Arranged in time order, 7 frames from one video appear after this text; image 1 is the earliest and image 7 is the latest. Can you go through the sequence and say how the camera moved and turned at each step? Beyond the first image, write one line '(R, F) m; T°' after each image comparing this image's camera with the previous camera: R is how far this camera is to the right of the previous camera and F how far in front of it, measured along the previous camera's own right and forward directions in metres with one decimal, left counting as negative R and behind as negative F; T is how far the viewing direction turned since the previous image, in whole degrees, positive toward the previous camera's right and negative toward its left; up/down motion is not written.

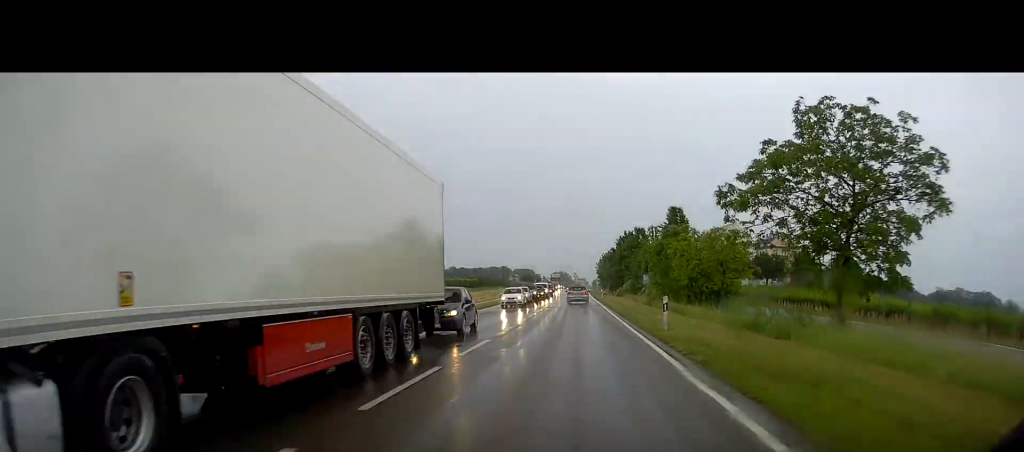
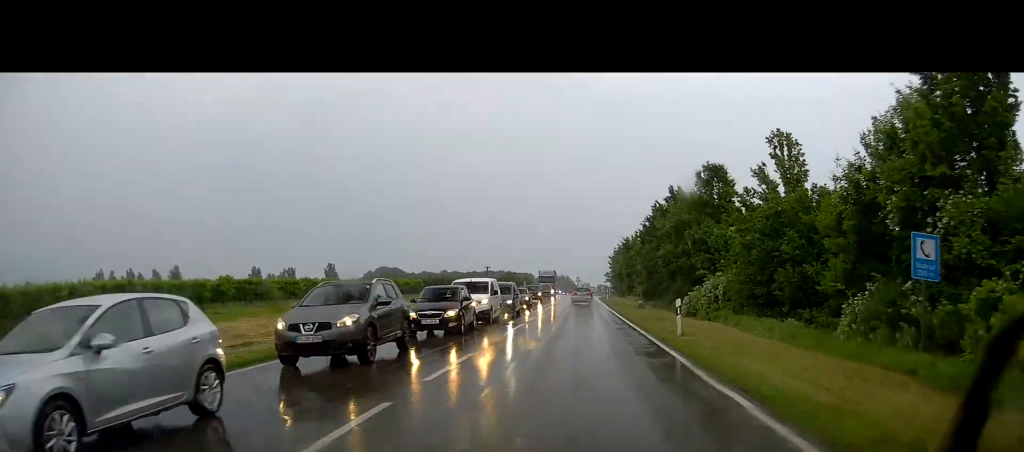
(-0.6, +50.6) m; 0°
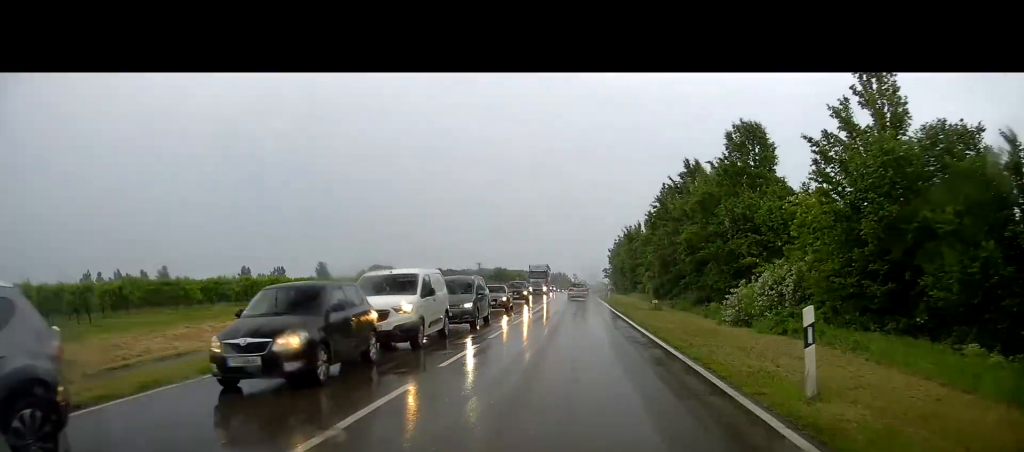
(-0.3, +10.5) m; 0°
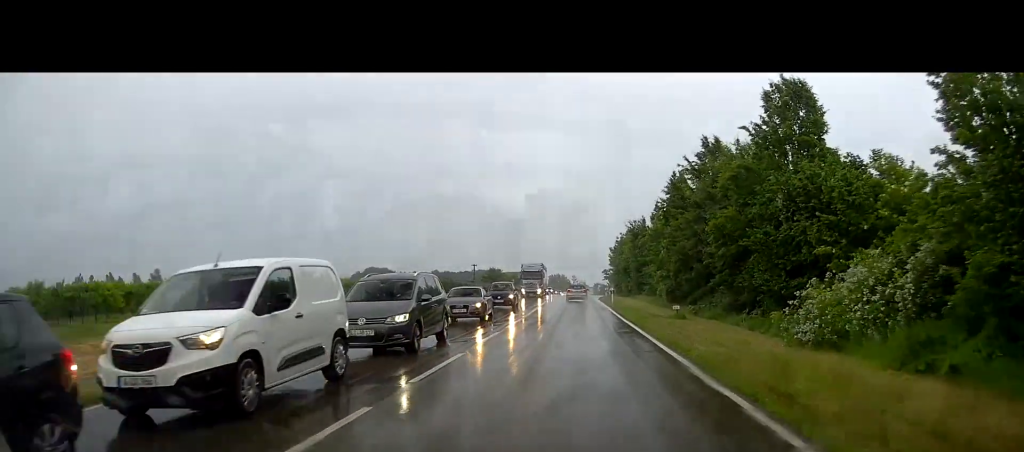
(-0.2, +7.6) m; 0°
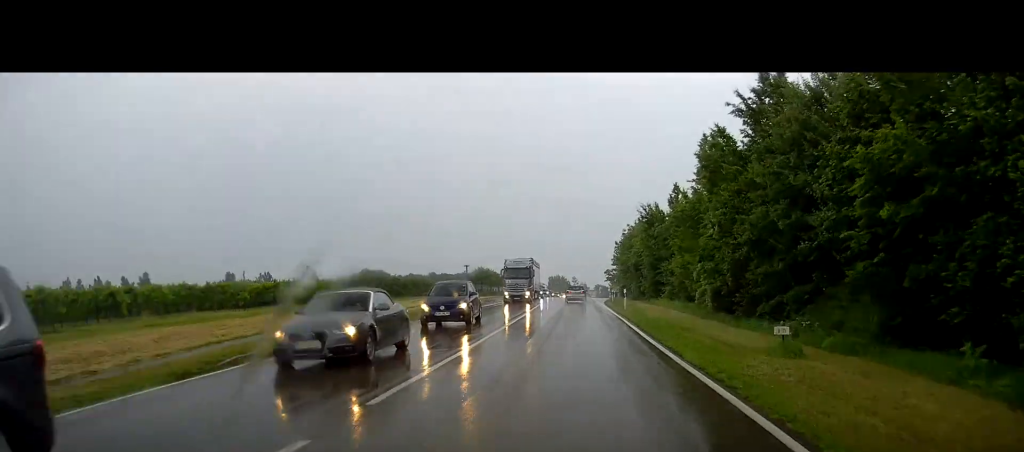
(+0.3, +13.5) m; +1°
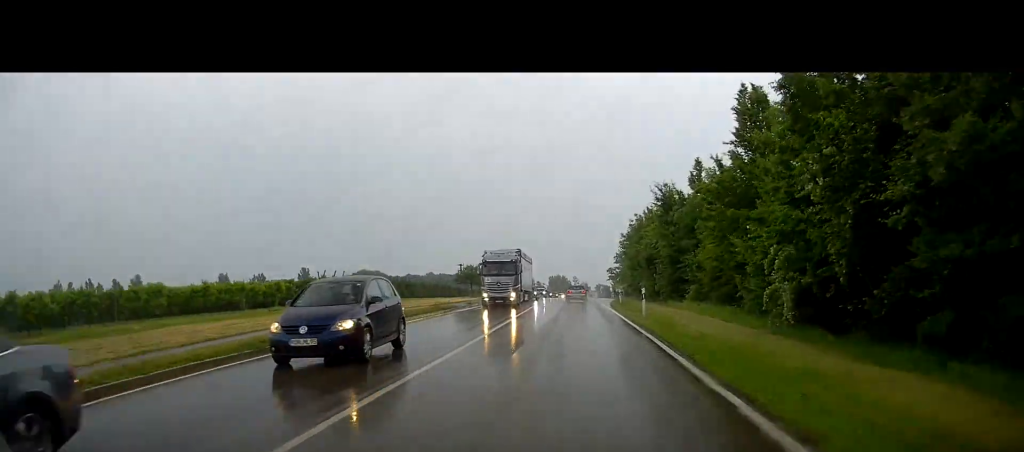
(0.0, +10.1) m; 0°
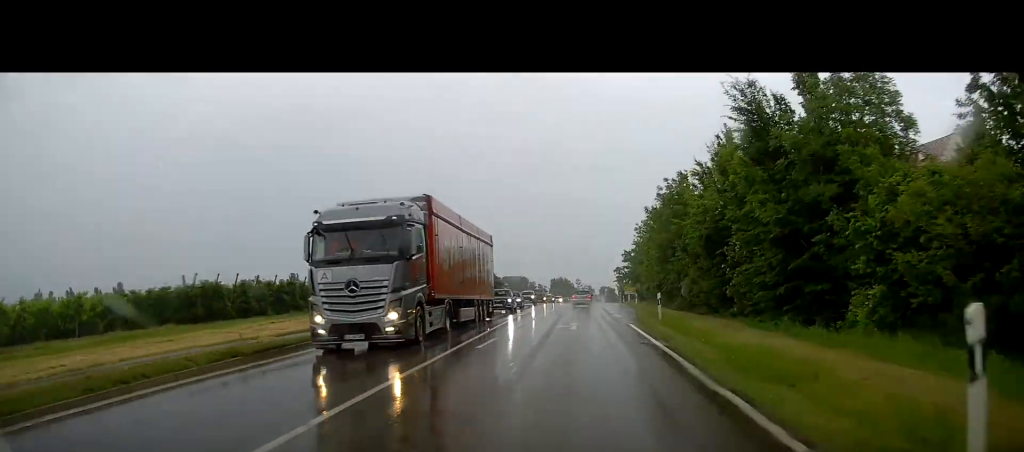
(-0.4, +22.0) m; -1°
